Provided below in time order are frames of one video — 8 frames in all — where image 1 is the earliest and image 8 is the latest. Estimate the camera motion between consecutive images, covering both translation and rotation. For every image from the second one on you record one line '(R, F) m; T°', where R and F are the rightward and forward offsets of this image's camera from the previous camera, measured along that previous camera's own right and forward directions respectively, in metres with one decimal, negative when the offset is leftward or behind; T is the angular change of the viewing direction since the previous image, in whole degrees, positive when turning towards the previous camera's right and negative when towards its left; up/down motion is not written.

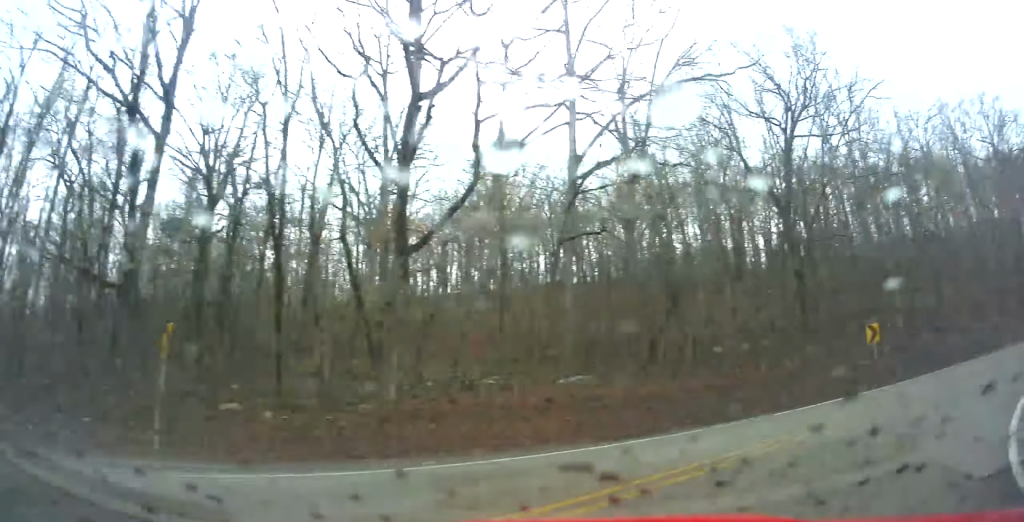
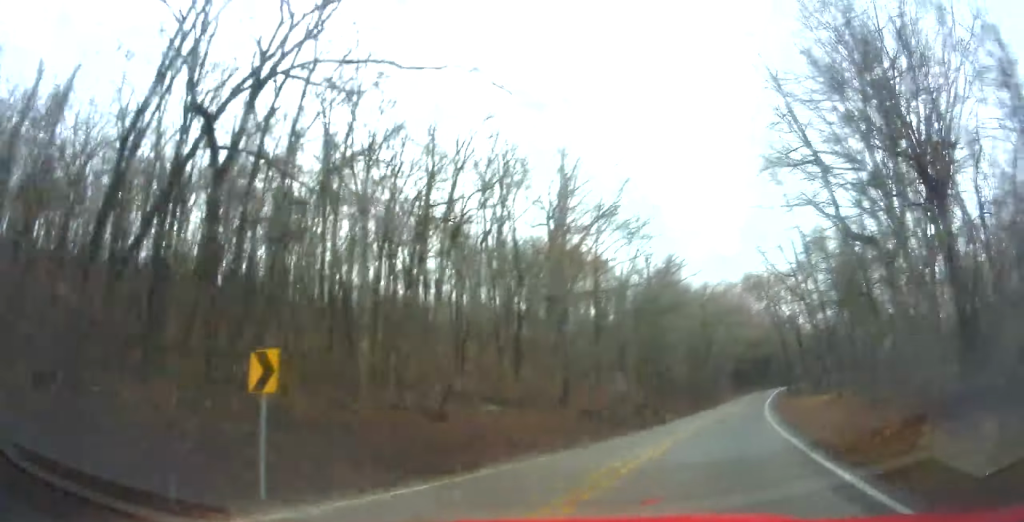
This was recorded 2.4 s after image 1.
(+0.4, +21.2) m; +66°
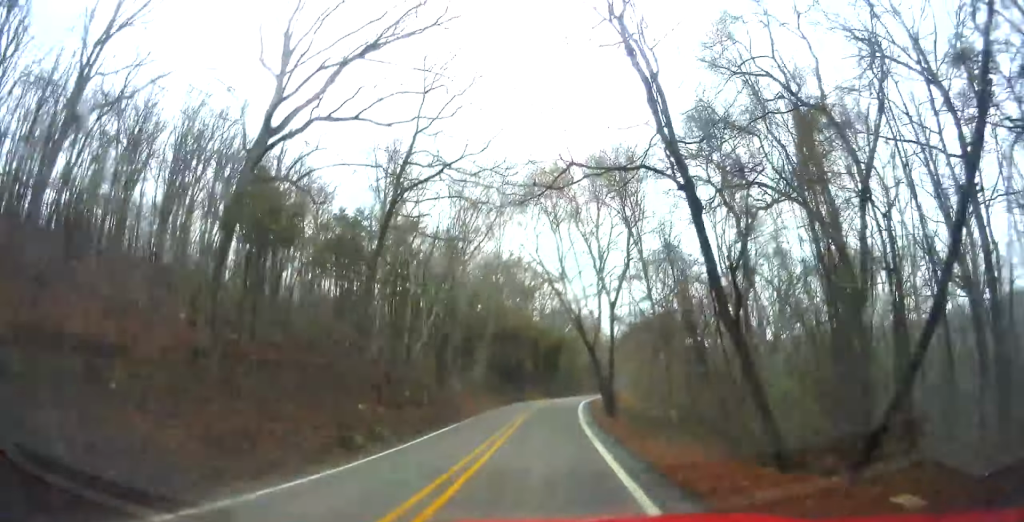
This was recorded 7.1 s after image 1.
(+41.0, +27.7) m; +60°
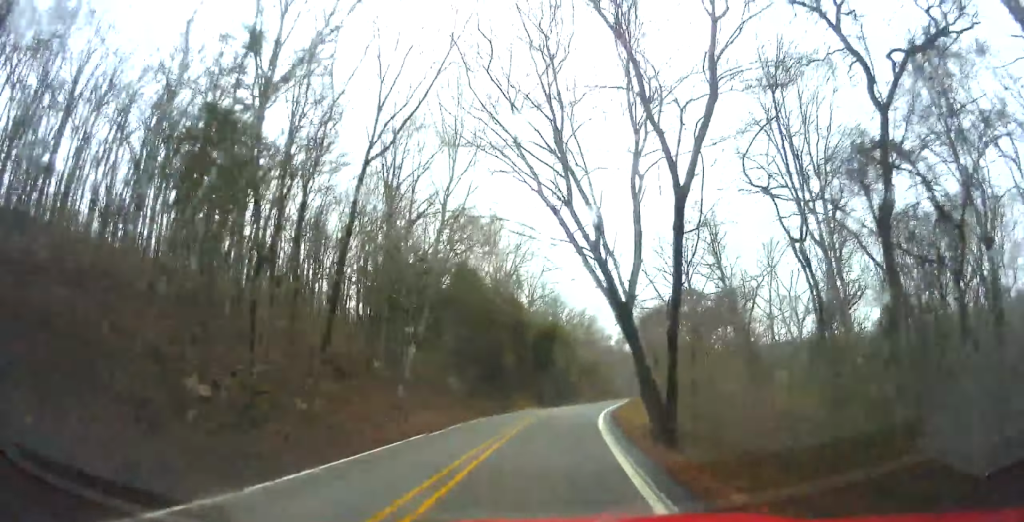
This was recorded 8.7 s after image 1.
(+0.2, +19.5) m; +3°
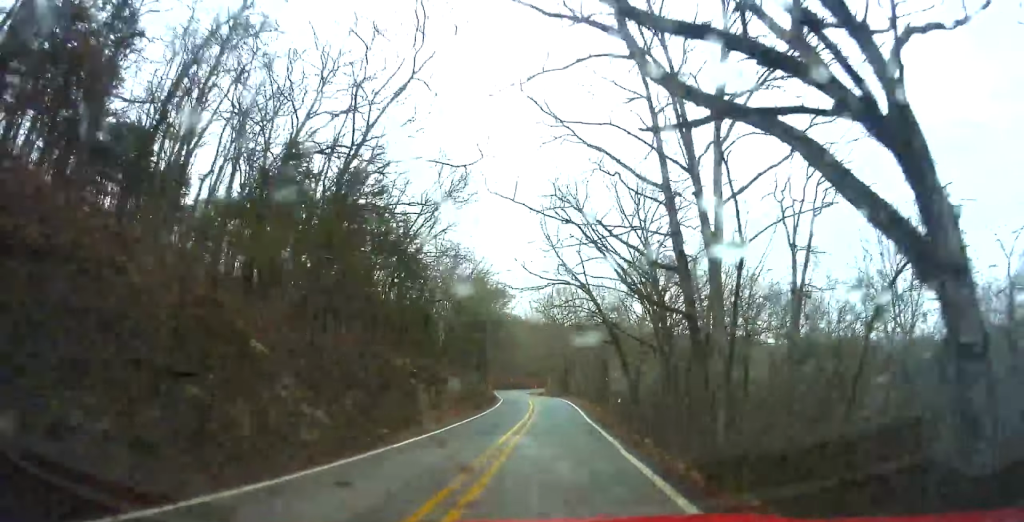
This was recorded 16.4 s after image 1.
(+11.1, +122.3) m; +7°
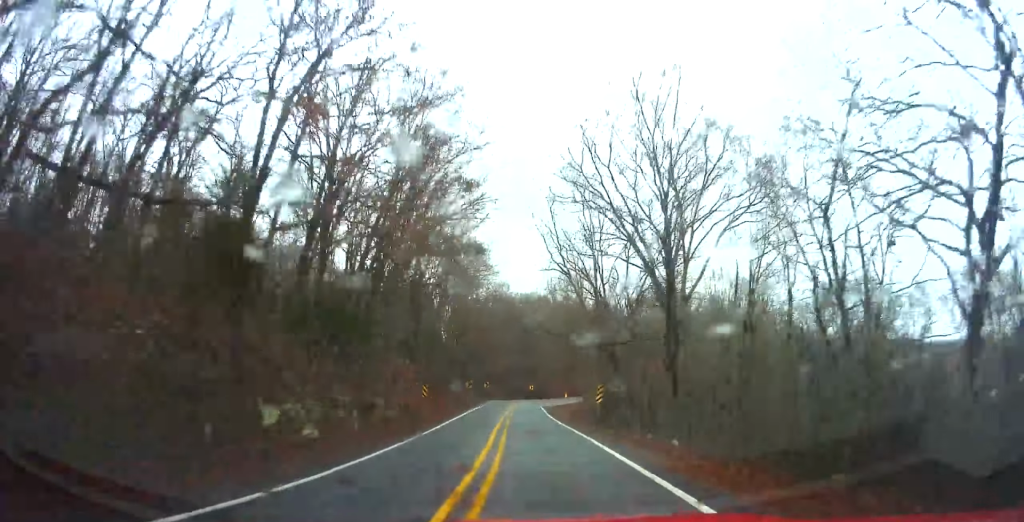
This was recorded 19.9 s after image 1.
(-0.7, +62.1) m; -2°
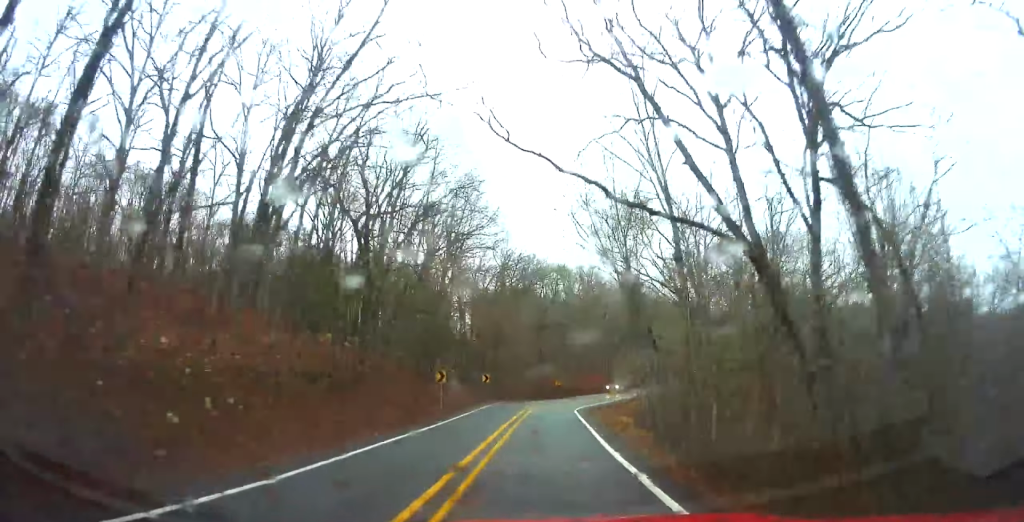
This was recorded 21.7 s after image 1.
(-0.4, +31.6) m; 0°
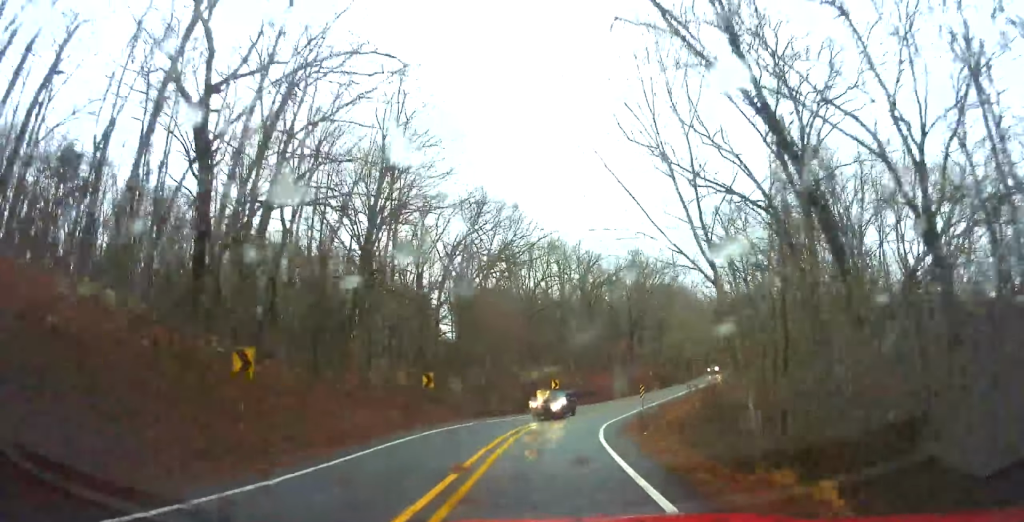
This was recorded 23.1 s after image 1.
(-0.6, +24.4) m; +1°
